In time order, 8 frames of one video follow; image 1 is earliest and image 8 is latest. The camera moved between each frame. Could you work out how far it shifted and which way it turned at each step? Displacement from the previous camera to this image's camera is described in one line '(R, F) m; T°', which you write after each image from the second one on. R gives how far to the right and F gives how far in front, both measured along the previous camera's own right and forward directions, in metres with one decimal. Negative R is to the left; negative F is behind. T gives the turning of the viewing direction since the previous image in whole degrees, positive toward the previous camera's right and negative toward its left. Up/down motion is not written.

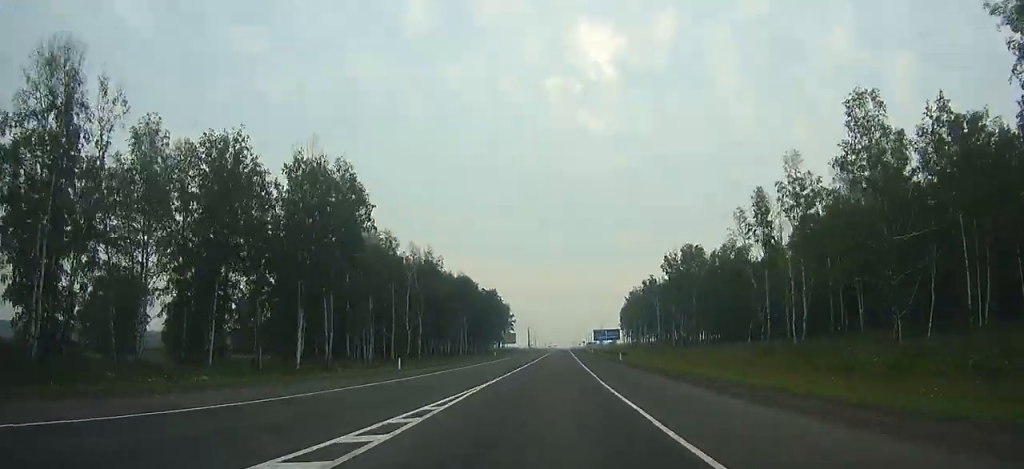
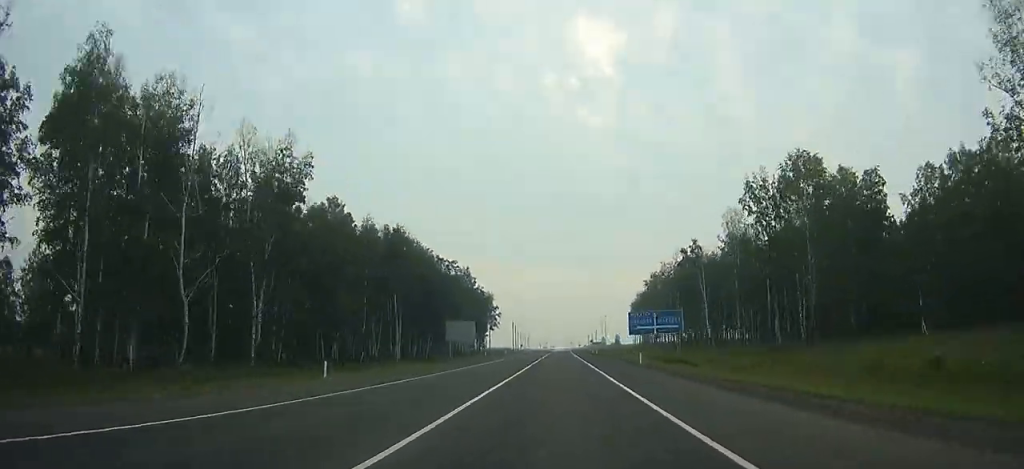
(0.0, +59.7) m; 0°
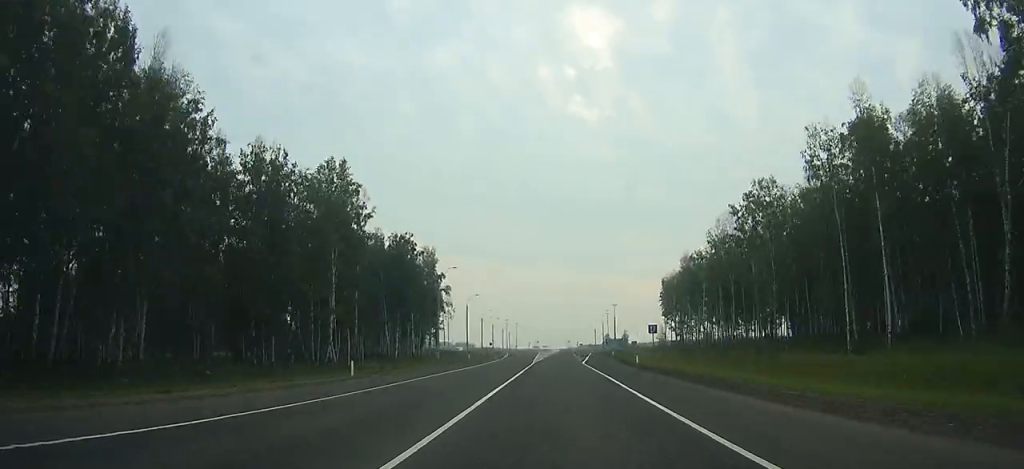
(+0.6, +91.7) m; +1°
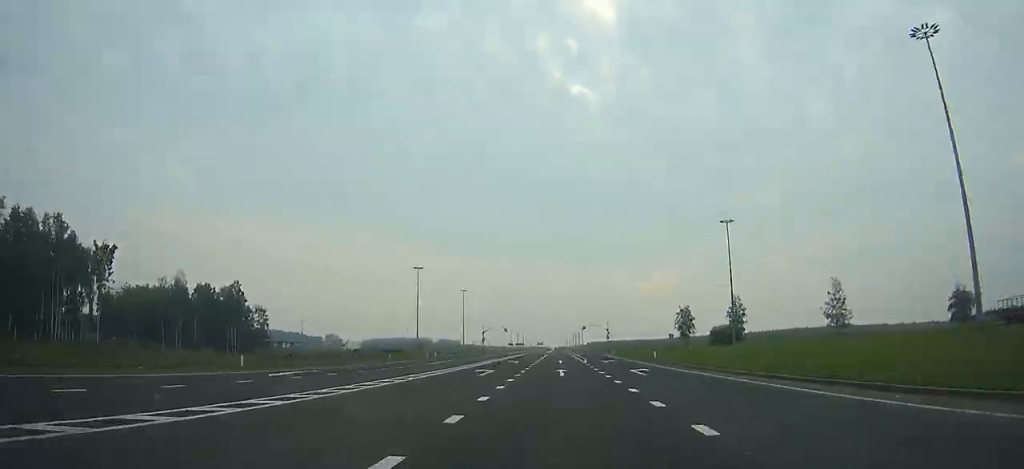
(-0.9, +237.9) m; -1°
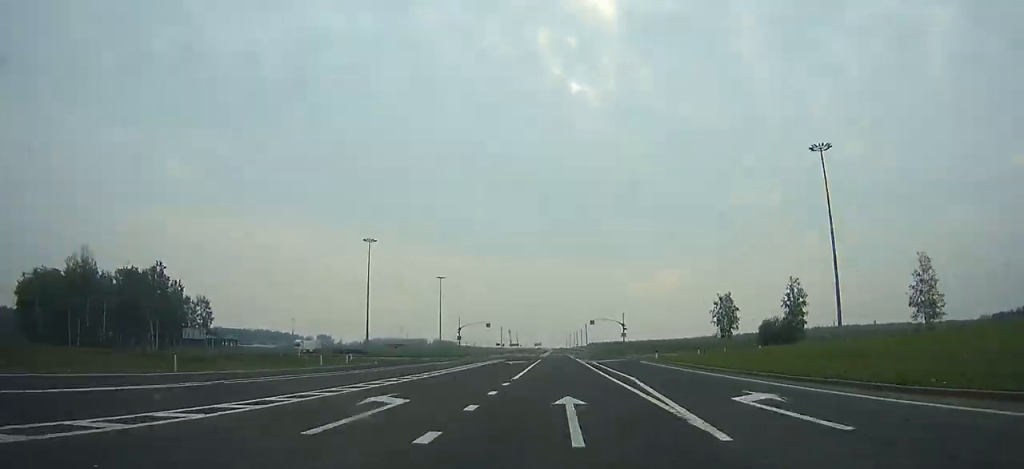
(+0.1, +35.1) m; 0°
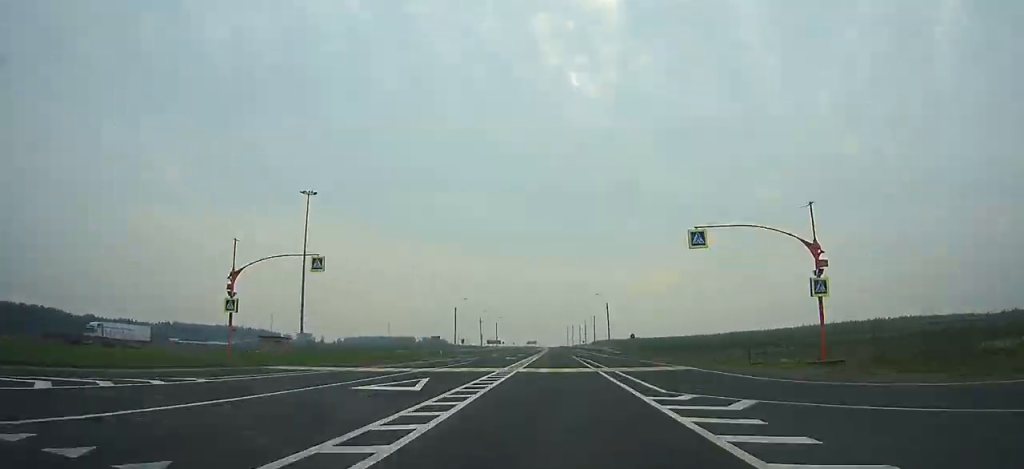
(+0.4, +80.2) m; 0°
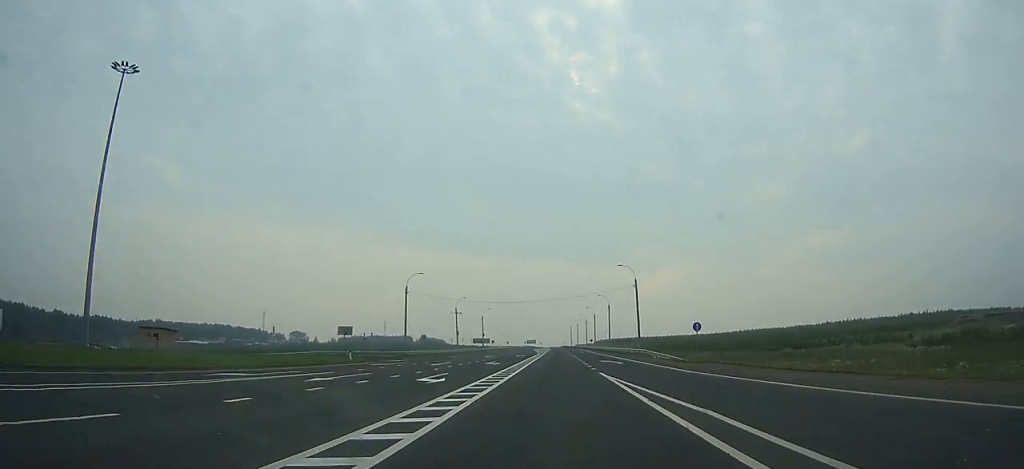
(-0.1, +36.5) m; 0°
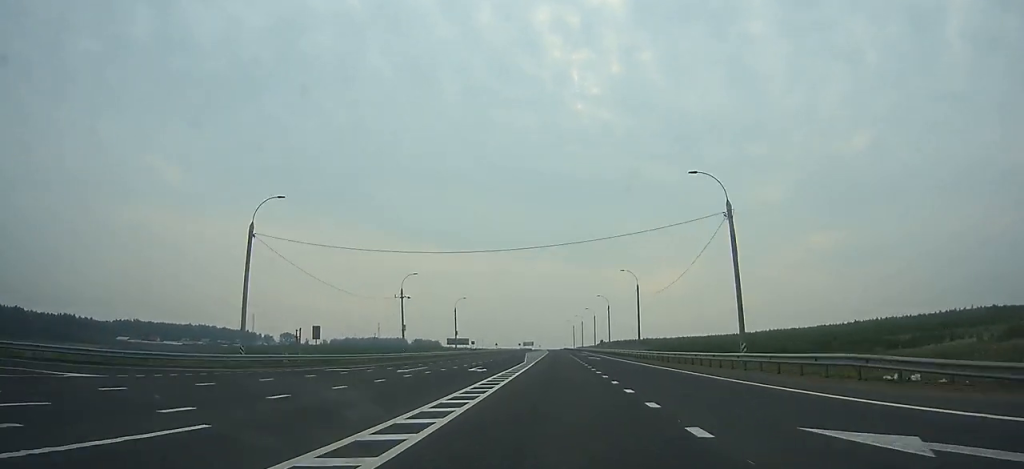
(0.0, +39.4) m; 0°
